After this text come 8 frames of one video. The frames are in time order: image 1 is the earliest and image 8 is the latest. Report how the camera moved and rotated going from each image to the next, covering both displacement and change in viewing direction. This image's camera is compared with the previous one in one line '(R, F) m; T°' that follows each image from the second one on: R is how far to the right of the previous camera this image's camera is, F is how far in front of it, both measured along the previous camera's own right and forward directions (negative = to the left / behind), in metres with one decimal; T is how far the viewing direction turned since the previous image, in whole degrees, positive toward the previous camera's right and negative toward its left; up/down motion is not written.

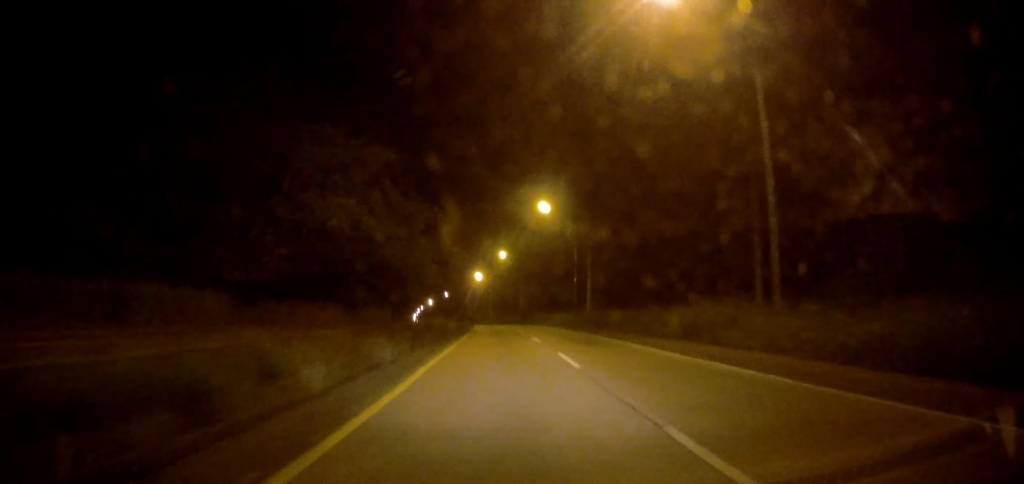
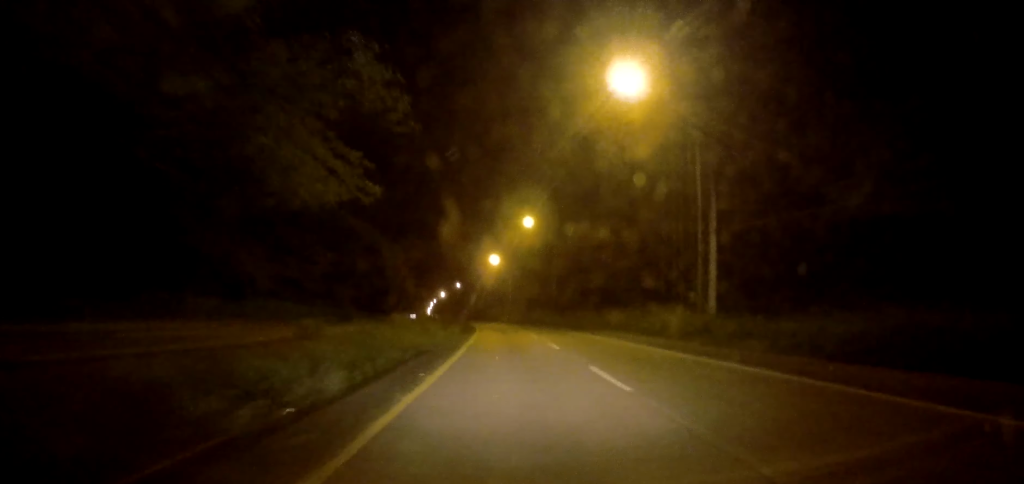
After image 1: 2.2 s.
(+0.3, +39.7) m; 0°
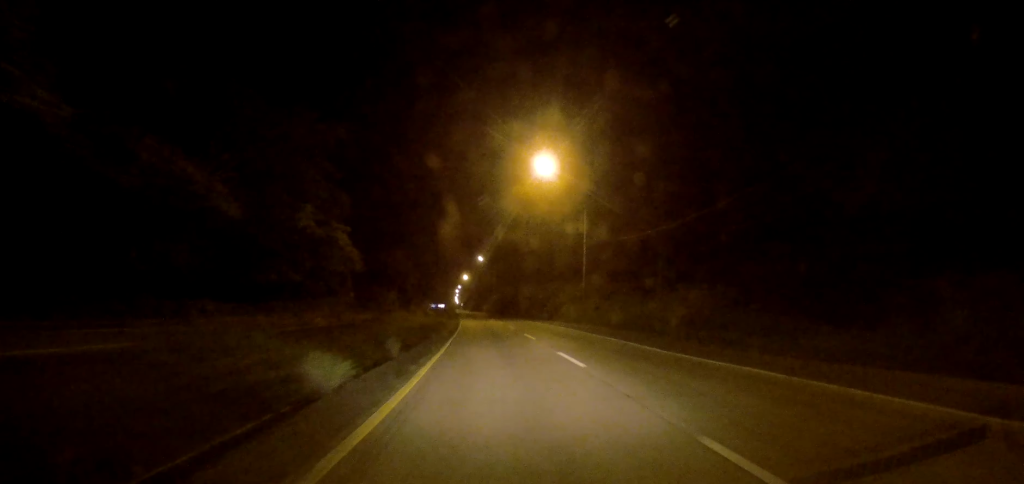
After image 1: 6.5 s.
(-2.9, +78.4) m; -4°
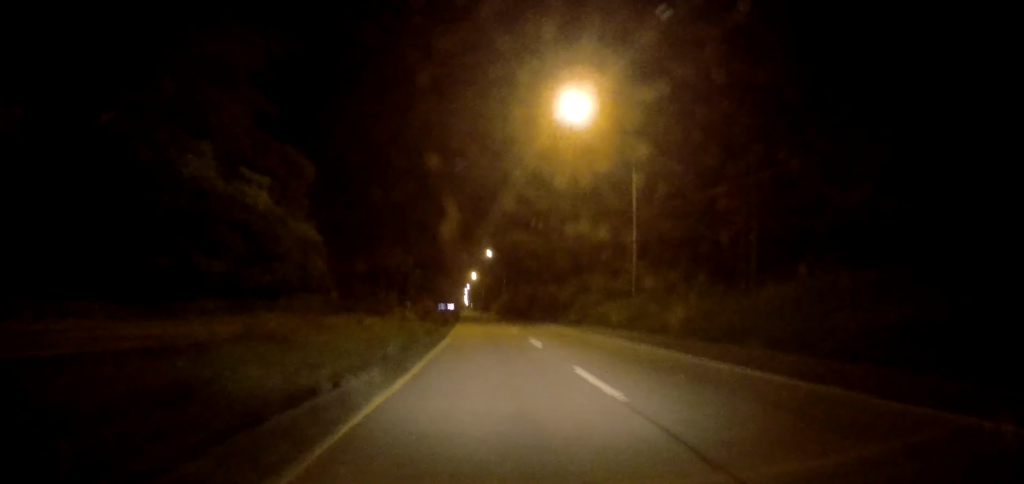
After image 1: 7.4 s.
(-0.2, +16.6) m; -1°
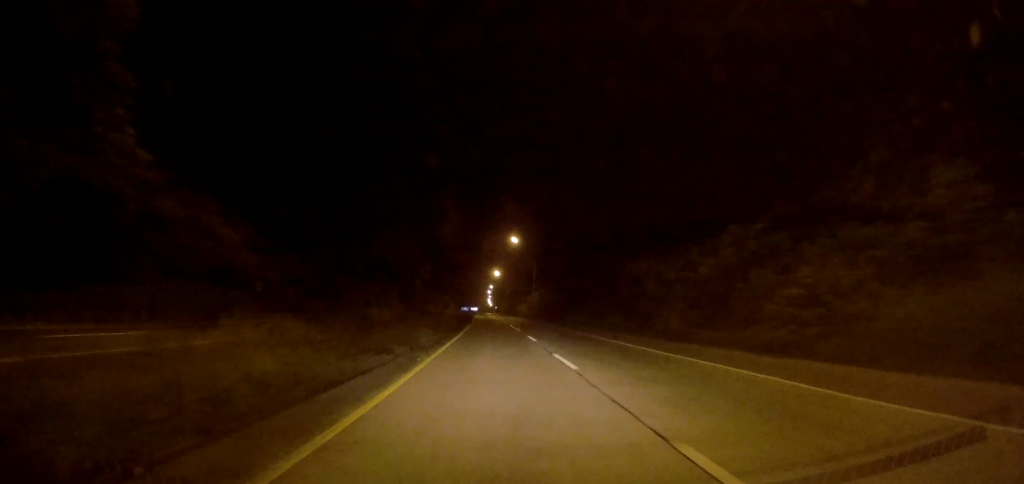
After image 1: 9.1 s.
(-0.1, +30.4) m; -1°
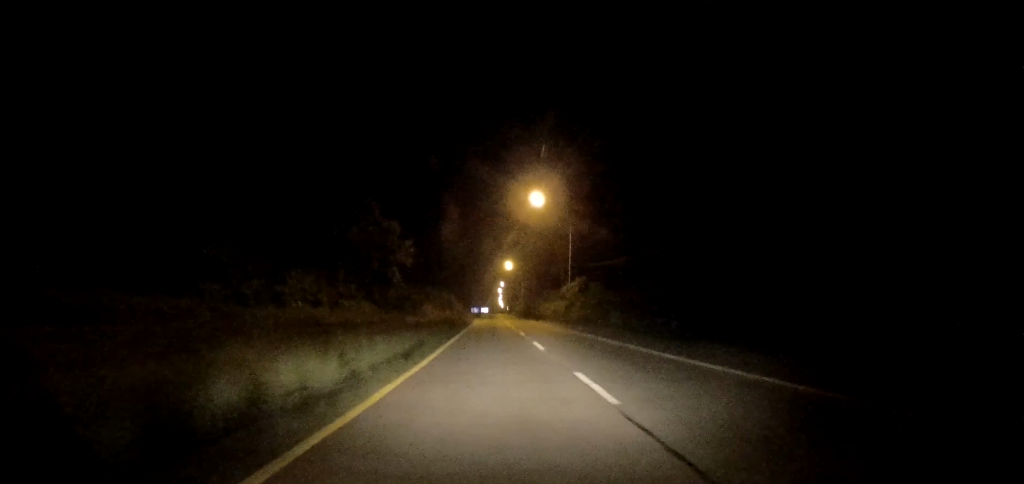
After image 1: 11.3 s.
(-0.8, +40.1) m; -1°
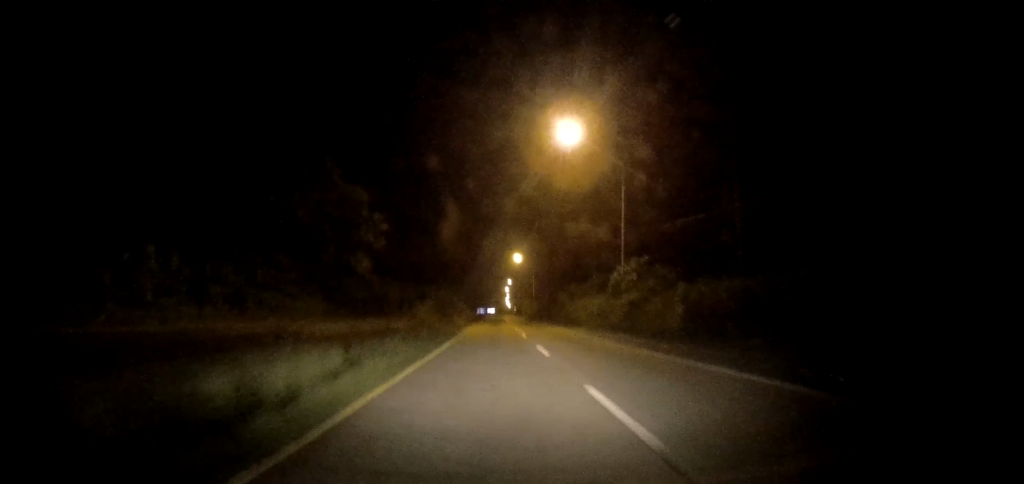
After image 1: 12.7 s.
(0.0, +26.5) m; -1°
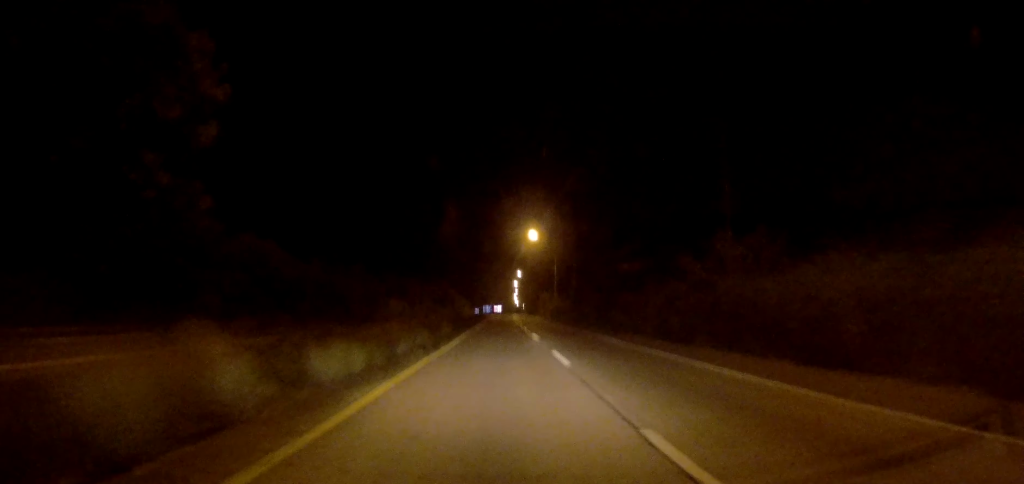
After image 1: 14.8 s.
(-0.4, +40.8) m; -1°
